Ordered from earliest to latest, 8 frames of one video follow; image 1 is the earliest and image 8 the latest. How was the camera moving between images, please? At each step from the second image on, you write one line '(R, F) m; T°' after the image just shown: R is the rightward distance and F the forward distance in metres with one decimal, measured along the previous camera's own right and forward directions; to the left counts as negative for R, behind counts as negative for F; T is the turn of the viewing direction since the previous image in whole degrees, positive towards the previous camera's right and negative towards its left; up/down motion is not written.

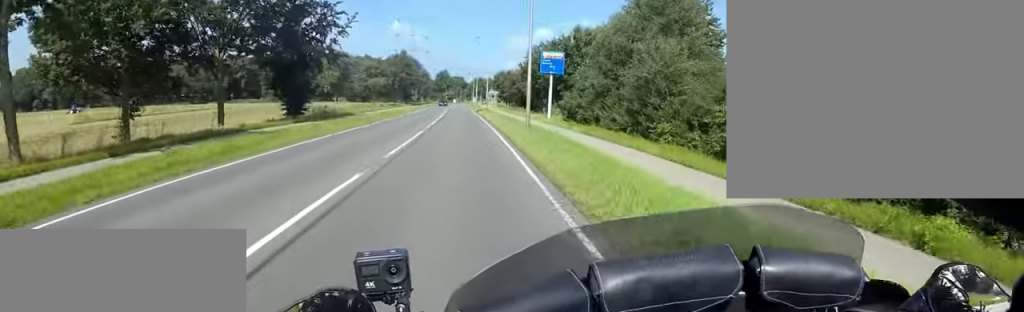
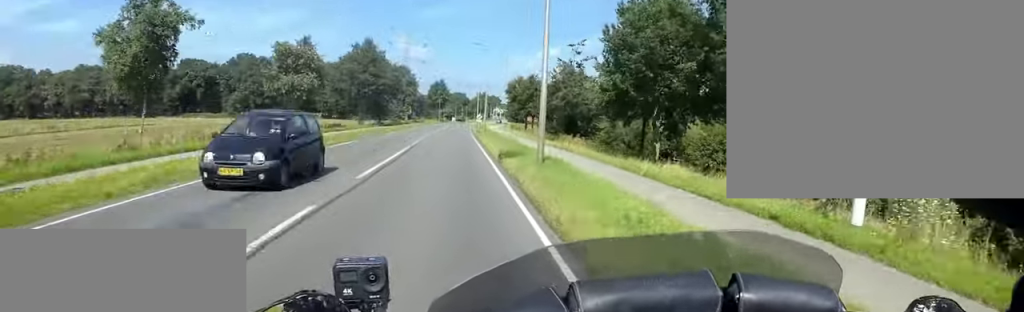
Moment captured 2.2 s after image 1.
(-0.4, +39.3) m; 0°
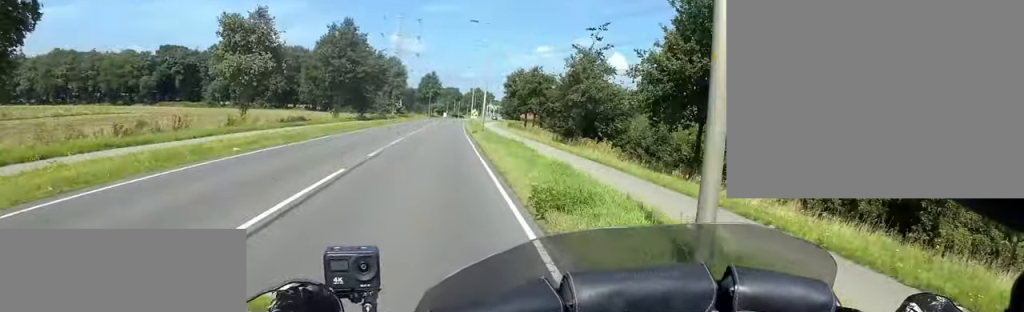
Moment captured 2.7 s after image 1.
(+0.2, +9.4) m; 0°
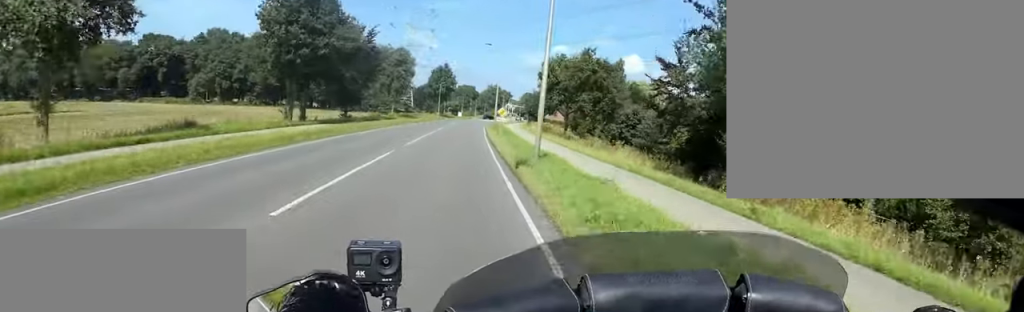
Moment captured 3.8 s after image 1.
(-0.9, +19.4) m; -1°
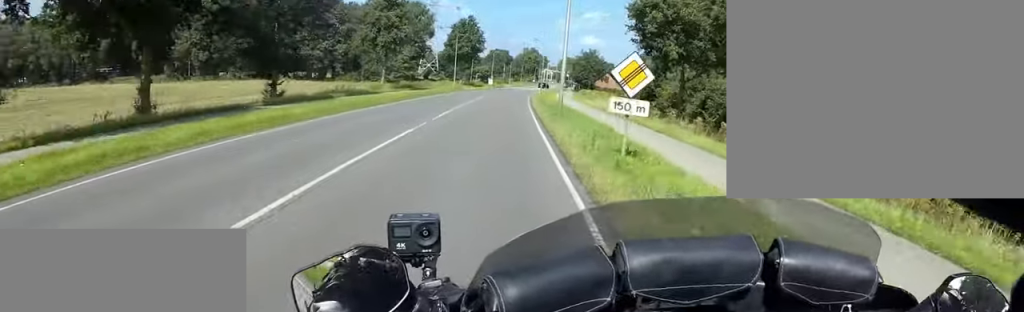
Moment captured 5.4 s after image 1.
(+0.5, +24.7) m; +2°
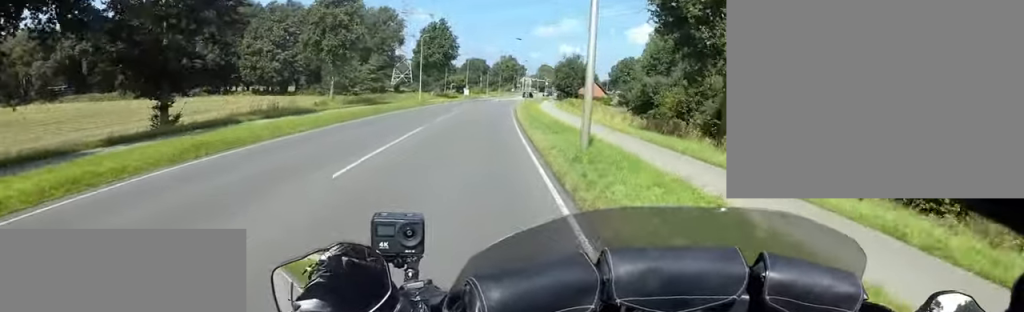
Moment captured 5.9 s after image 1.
(+0.2, +8.1) m; +1°
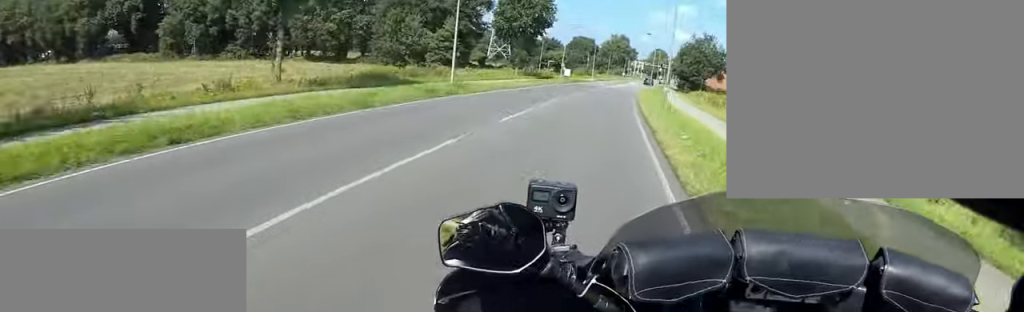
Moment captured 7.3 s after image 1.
(+0.5, +19.0) m; +2°
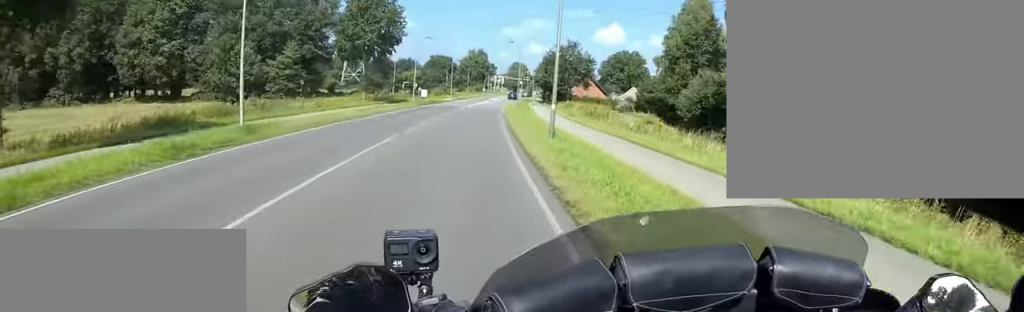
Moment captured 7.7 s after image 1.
(0.0, +6.1) m; +1°
